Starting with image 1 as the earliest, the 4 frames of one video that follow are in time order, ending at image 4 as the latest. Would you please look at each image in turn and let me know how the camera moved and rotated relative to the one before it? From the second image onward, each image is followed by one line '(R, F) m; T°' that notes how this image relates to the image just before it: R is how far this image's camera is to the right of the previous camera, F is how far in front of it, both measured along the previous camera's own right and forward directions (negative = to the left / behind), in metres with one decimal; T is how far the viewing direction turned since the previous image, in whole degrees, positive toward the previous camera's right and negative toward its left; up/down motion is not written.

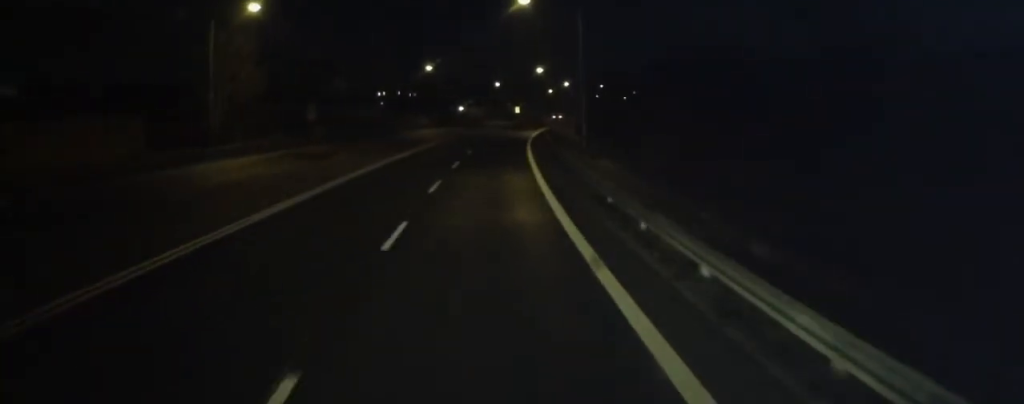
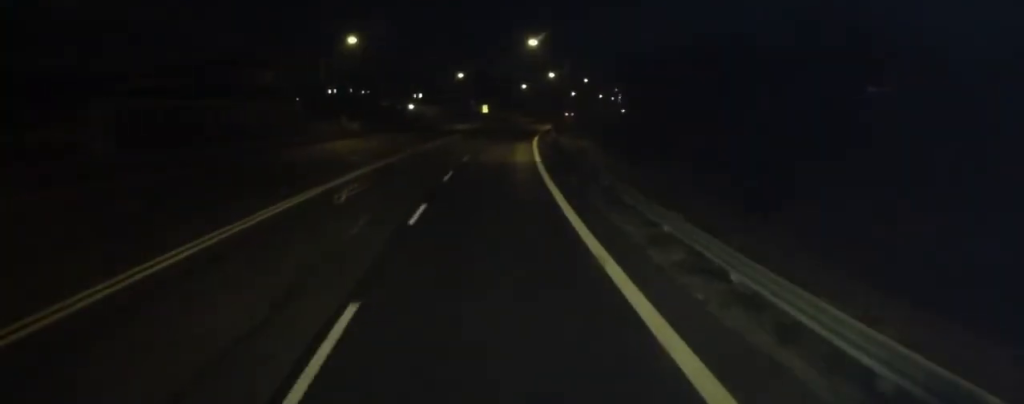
(+0.5, +33.1) m; +3°
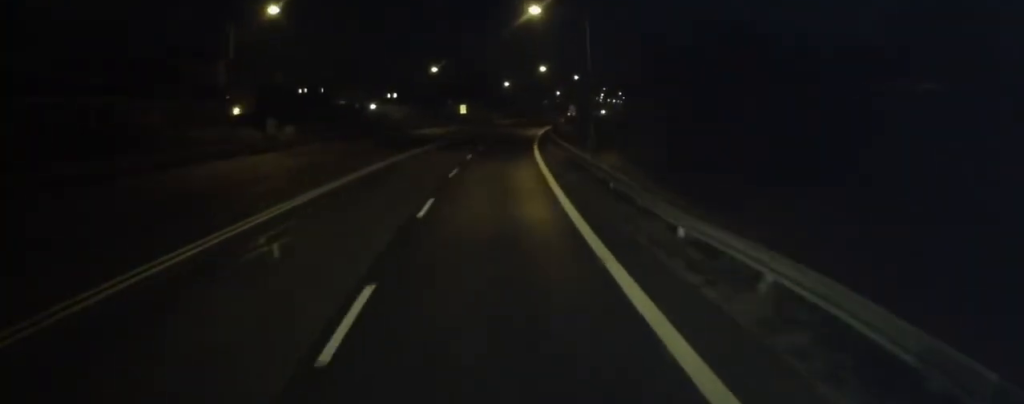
(+0.7, +16.7) m; +4°
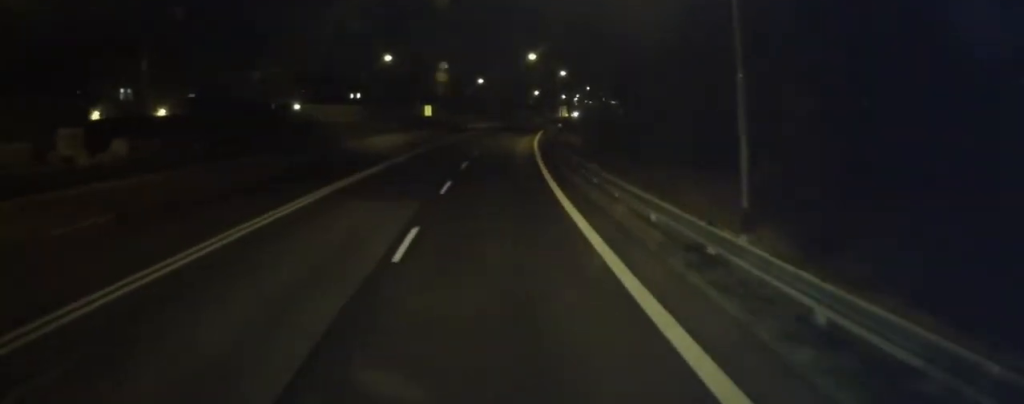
(+0.3, +21.9) m; +1°
